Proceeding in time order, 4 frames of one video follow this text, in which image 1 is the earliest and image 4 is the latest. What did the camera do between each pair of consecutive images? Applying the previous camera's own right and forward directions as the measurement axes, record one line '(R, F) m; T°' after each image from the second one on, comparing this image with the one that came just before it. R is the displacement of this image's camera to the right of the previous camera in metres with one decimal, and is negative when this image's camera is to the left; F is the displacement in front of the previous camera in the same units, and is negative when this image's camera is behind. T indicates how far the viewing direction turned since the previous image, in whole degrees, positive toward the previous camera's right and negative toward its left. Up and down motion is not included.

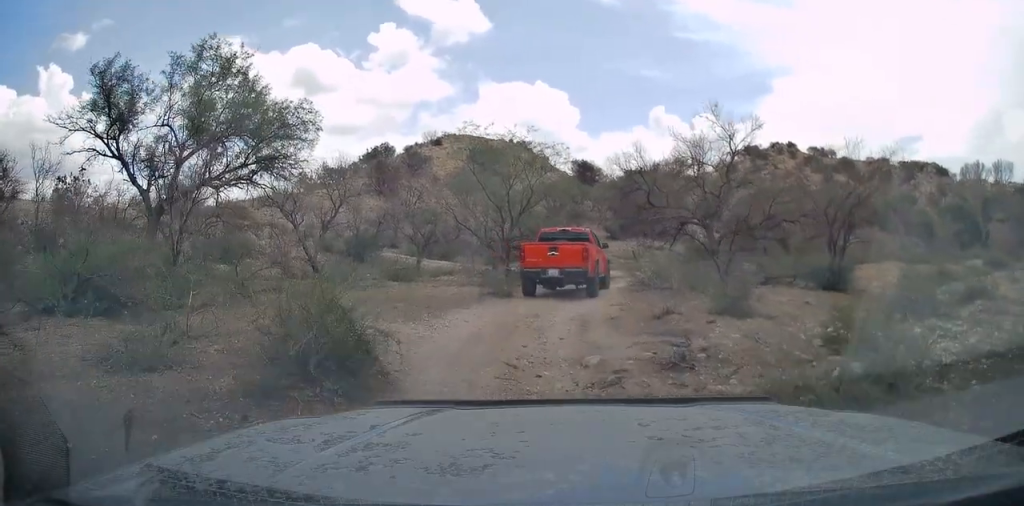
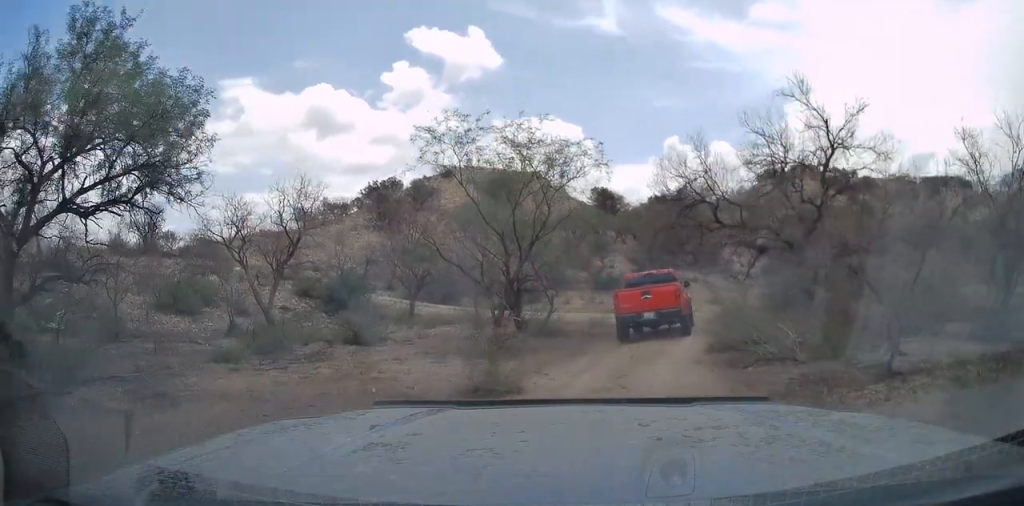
(0.0, +7.1) m; 0°
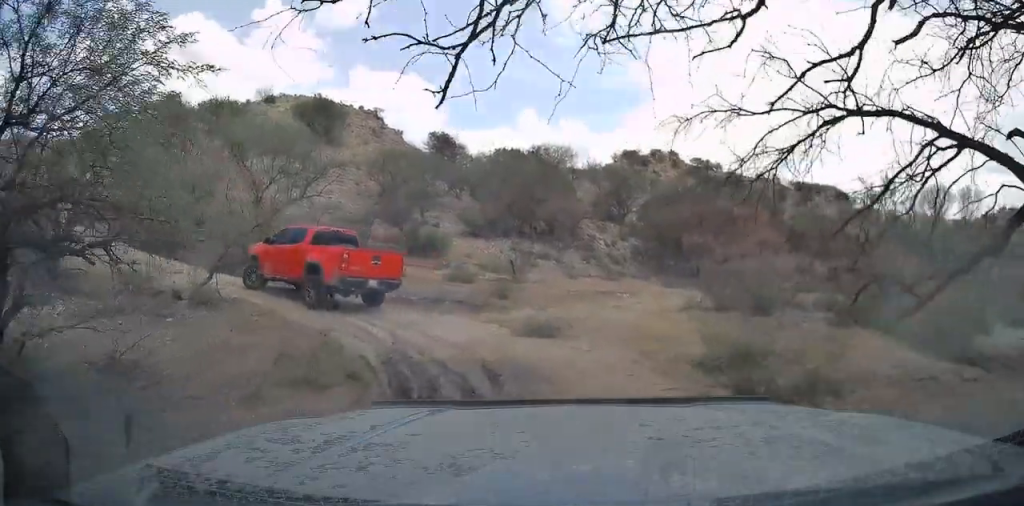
(+1.3, +15.6) m; +11°
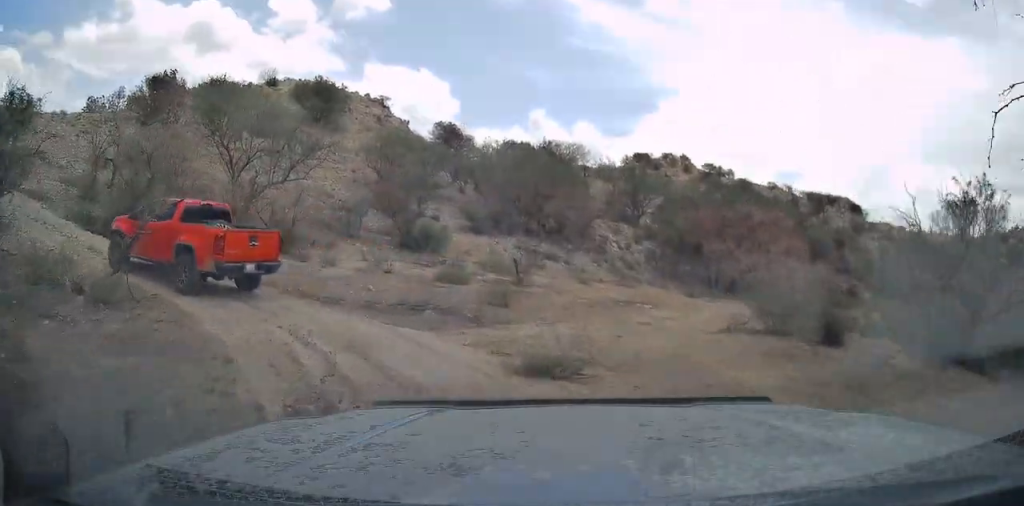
(+0.1, +3.8) m; +4°
